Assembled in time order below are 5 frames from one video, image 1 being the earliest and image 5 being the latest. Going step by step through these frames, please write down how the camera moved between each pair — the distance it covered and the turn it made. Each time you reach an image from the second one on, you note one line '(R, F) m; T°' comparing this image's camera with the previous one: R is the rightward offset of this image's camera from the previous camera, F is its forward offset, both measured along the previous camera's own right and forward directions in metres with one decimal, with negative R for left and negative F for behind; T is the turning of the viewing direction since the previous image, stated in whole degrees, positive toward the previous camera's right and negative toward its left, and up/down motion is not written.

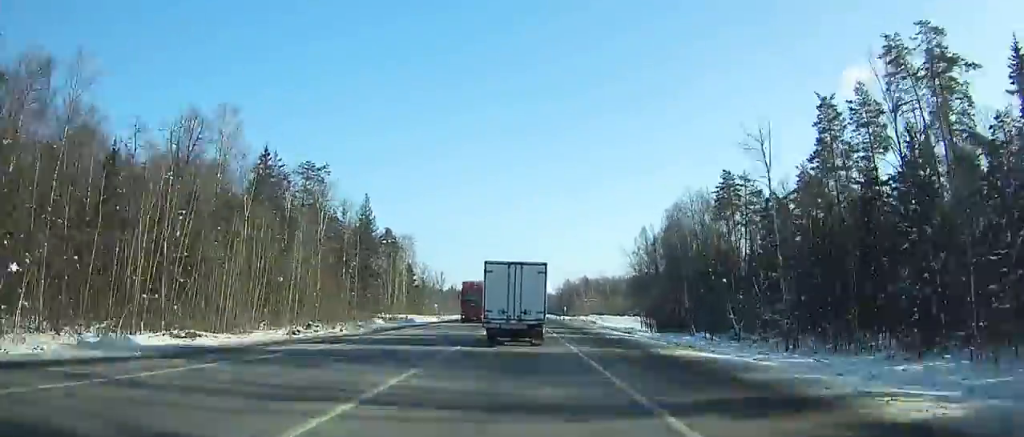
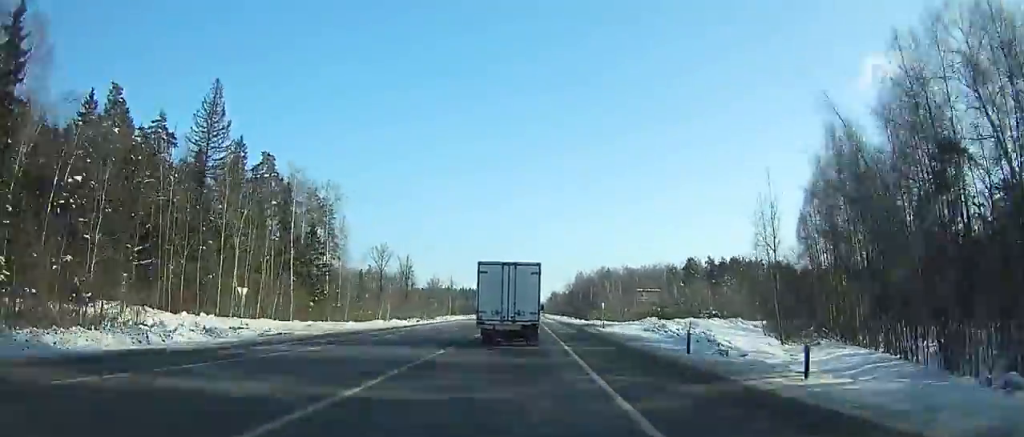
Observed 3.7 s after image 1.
(-7.6, +82.4) m; -8°
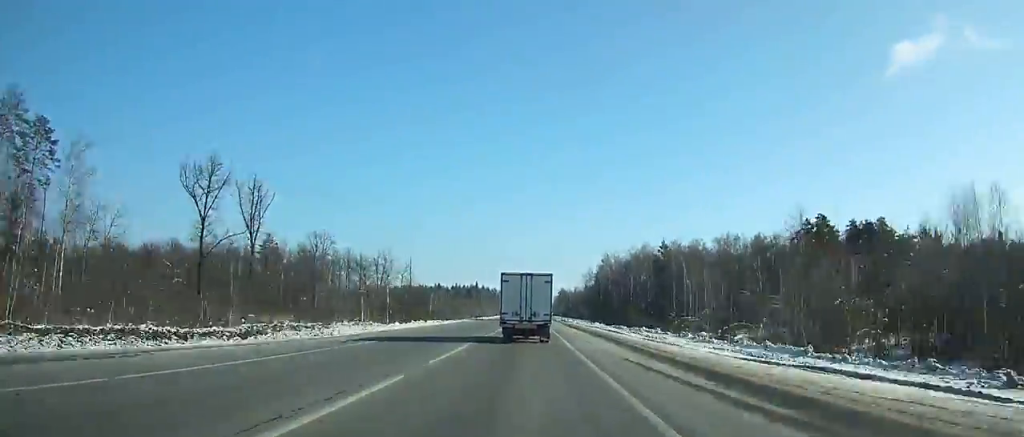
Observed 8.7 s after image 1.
(+2.7, +126.0) m; +3°
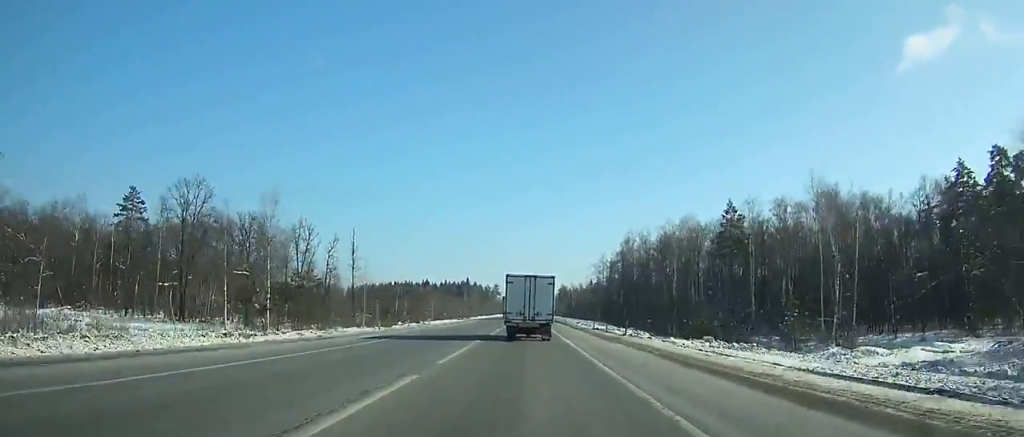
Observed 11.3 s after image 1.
(+0.6, +63.8) m; +1°
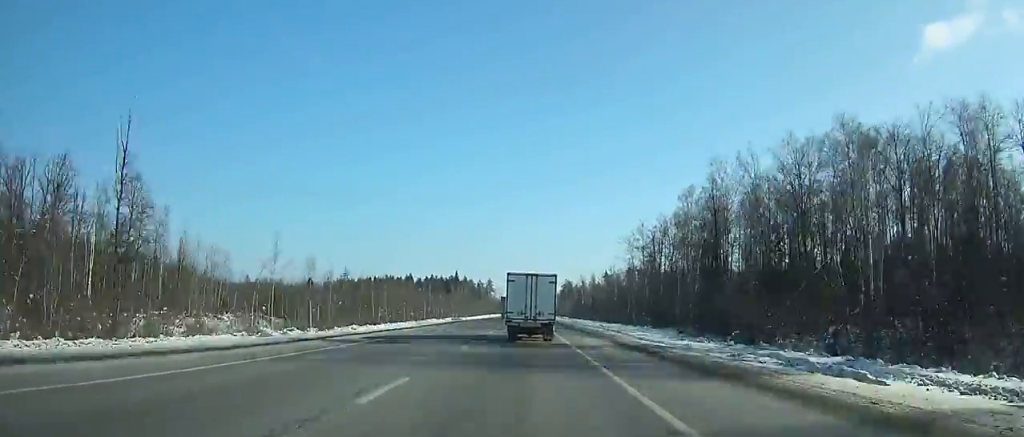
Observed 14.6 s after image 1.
(0.0, +79.9) m; 0°
